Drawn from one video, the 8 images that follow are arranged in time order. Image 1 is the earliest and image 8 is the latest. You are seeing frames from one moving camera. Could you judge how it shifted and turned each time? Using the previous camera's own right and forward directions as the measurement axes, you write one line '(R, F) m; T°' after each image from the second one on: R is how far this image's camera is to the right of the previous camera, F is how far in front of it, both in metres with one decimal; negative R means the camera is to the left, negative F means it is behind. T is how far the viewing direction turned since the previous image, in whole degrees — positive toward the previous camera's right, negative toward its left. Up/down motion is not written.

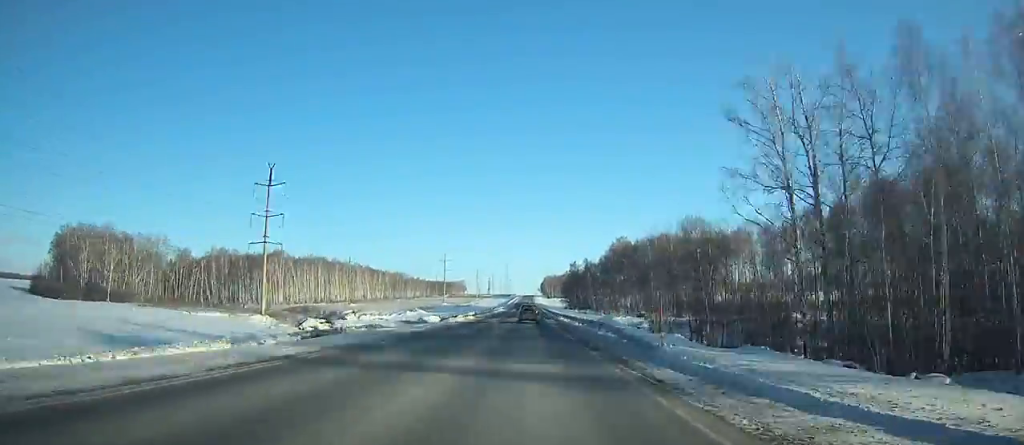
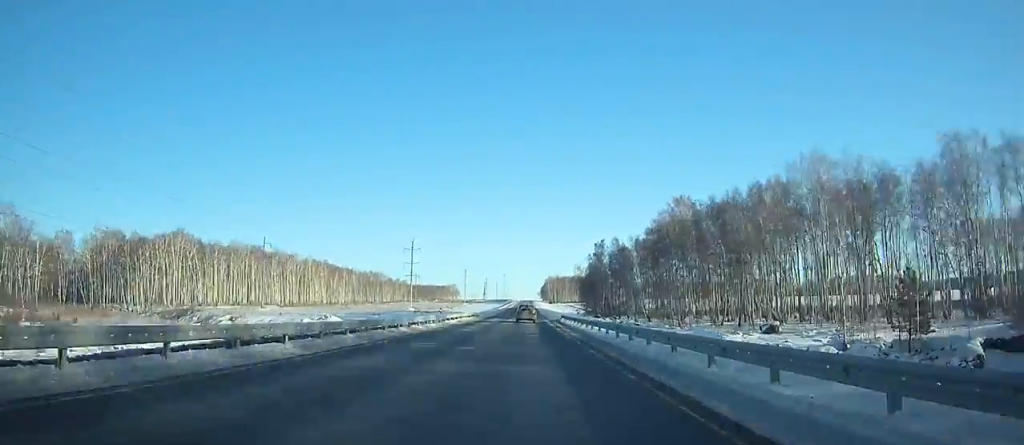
(-0.1, +81.7) m; 0°
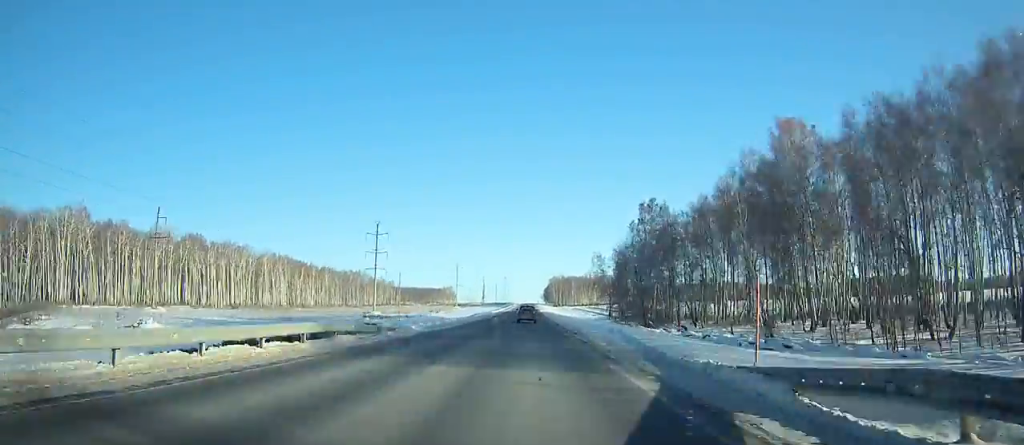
(+0.1, +52.6) m; 0°
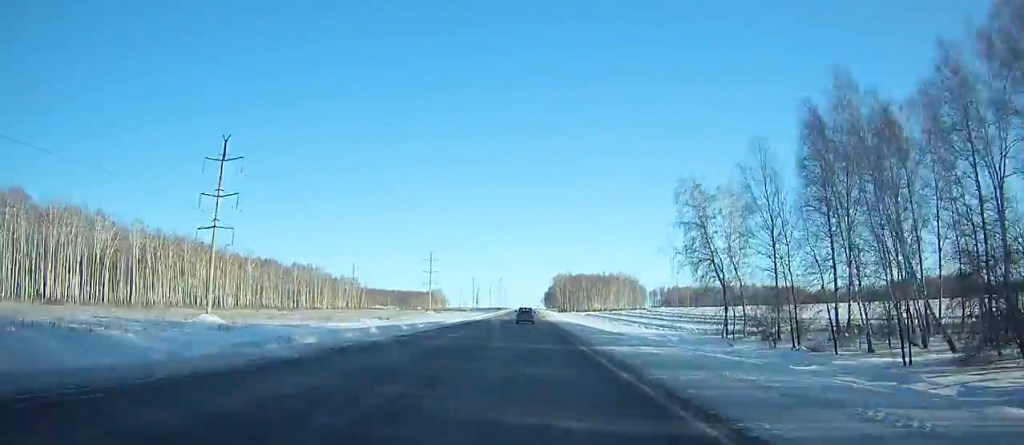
(+0.1, +85.9) m; 0°
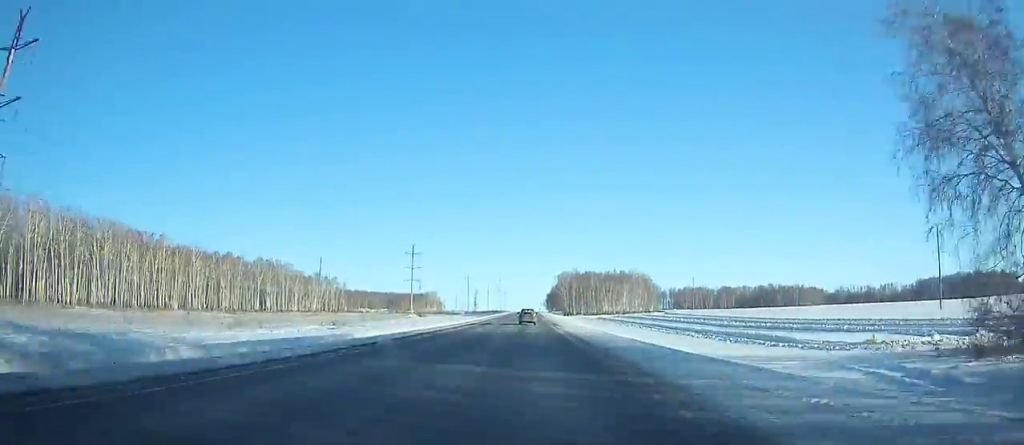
(0.0, +39.6) m; 0°
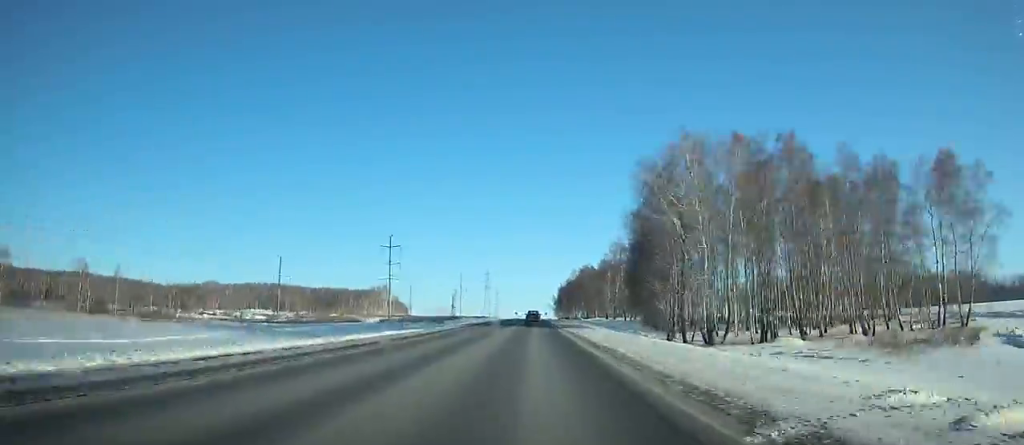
(-0.4, +218.0) m; 0°
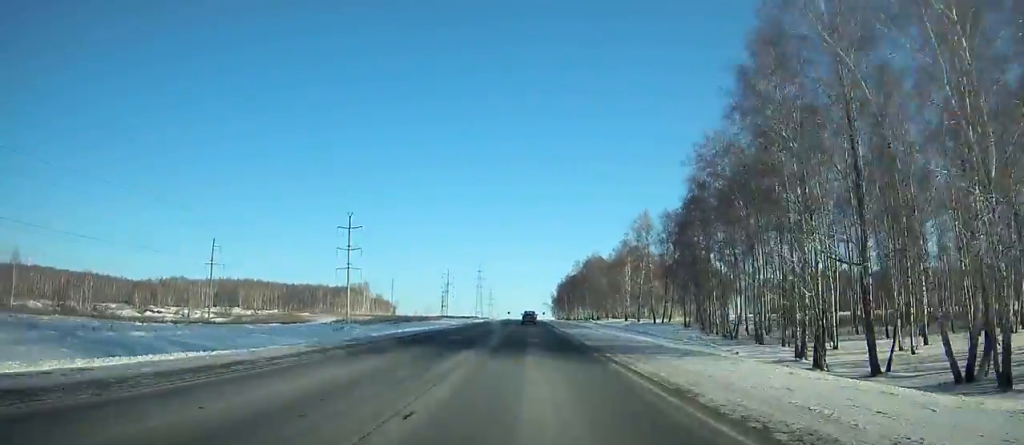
(0.0, +36.4) m; 0°
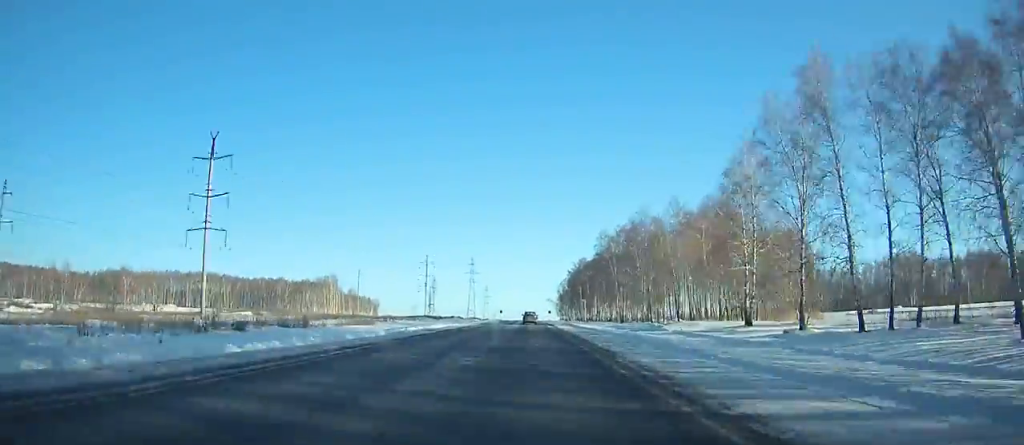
(+0.1, +64.0) m; 0°
